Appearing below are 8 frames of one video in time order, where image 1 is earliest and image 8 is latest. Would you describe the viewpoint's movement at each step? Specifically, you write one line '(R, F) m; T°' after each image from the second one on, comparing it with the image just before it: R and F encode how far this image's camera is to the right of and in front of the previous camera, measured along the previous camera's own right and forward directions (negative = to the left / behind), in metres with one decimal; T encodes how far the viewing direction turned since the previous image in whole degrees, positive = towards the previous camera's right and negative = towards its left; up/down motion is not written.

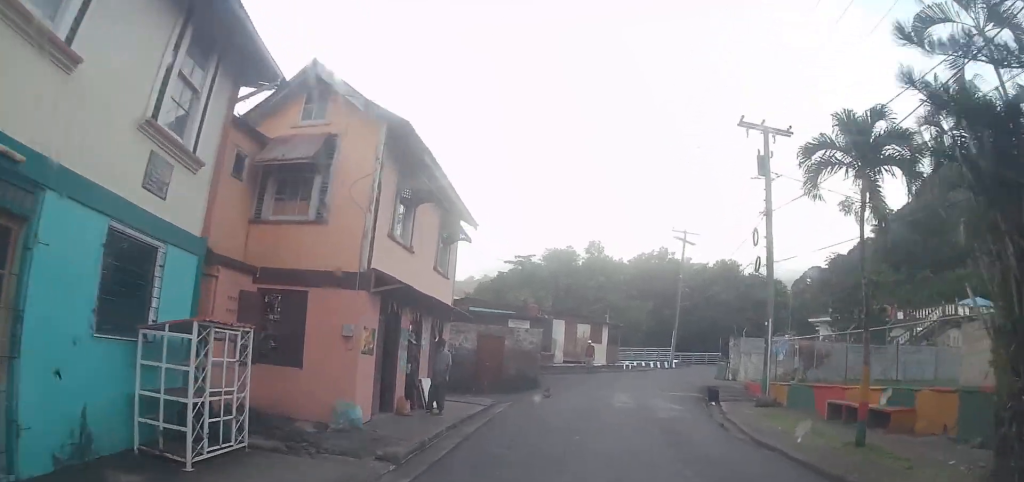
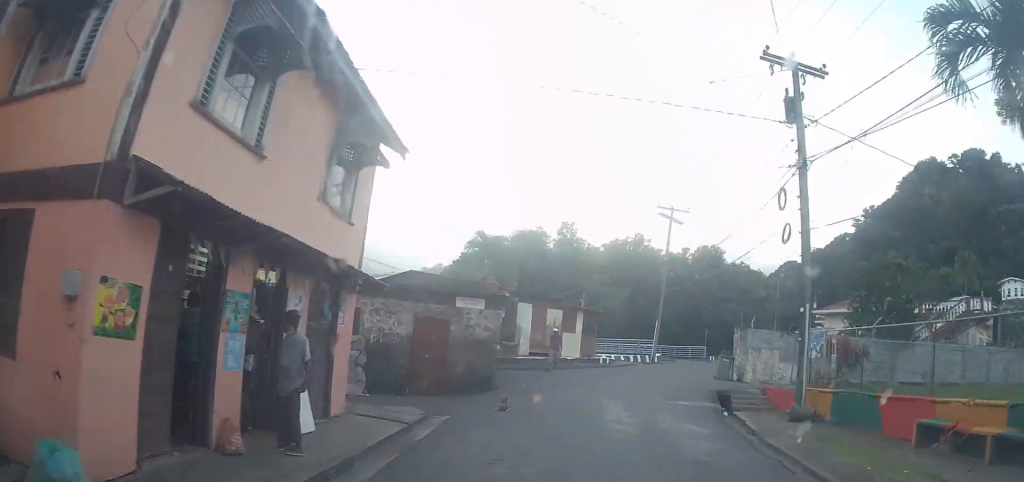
(-0.3, +5.8) m; +3°
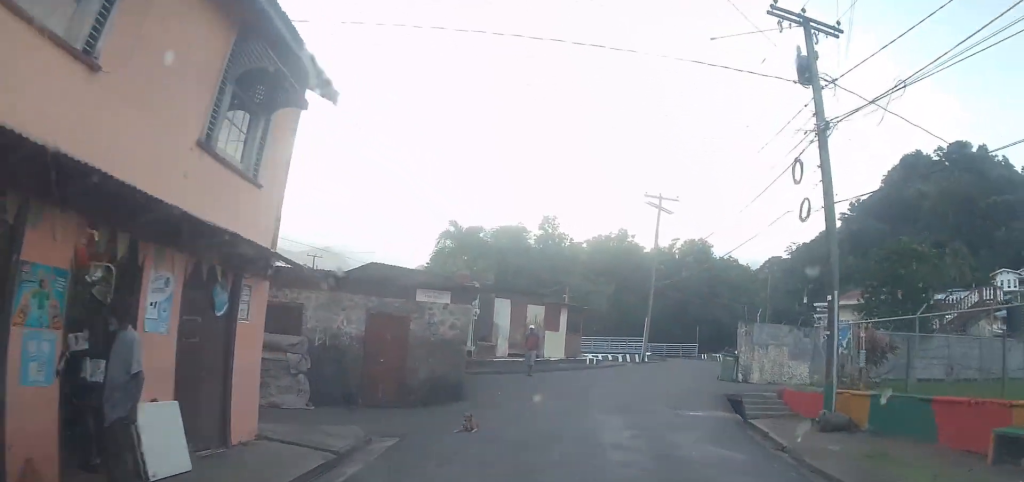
(+0.3, +2.8) m; +4°
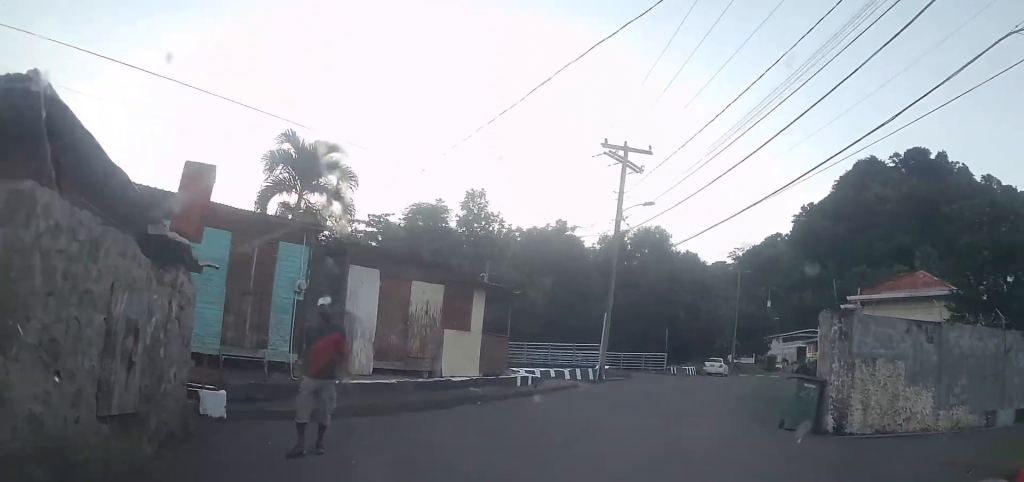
(+1.4, +11.5) m; +11°
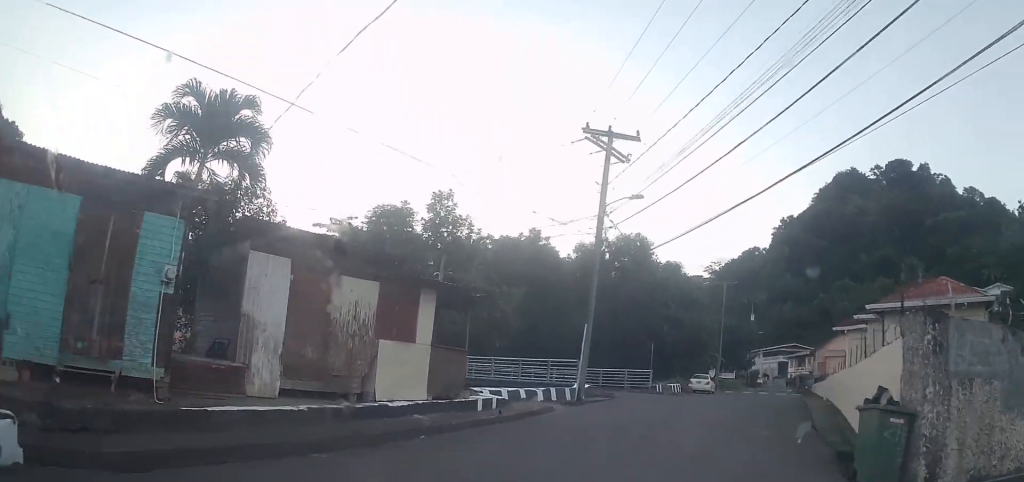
(+0.2, +4.0) m; +2°
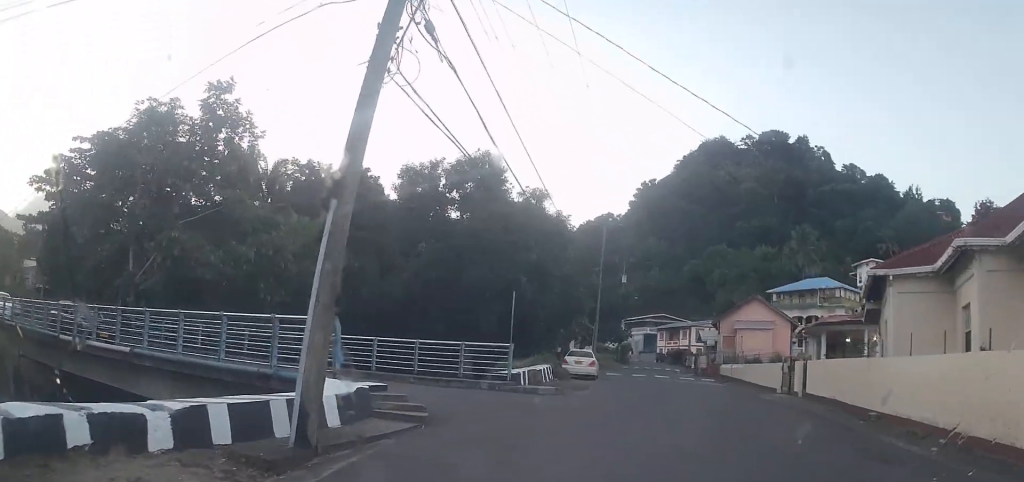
(+2.3, +14.9) m; +18°
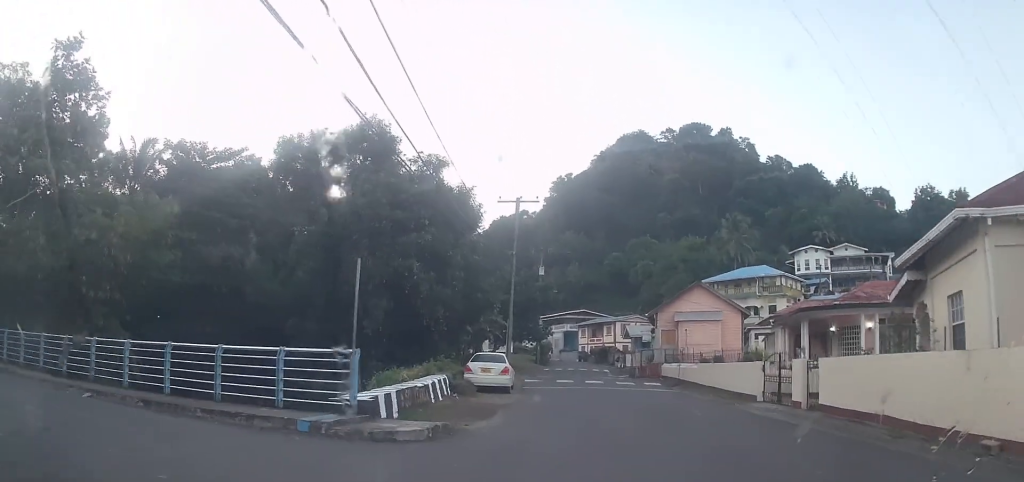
(-0.1, +7.3) m; +4°
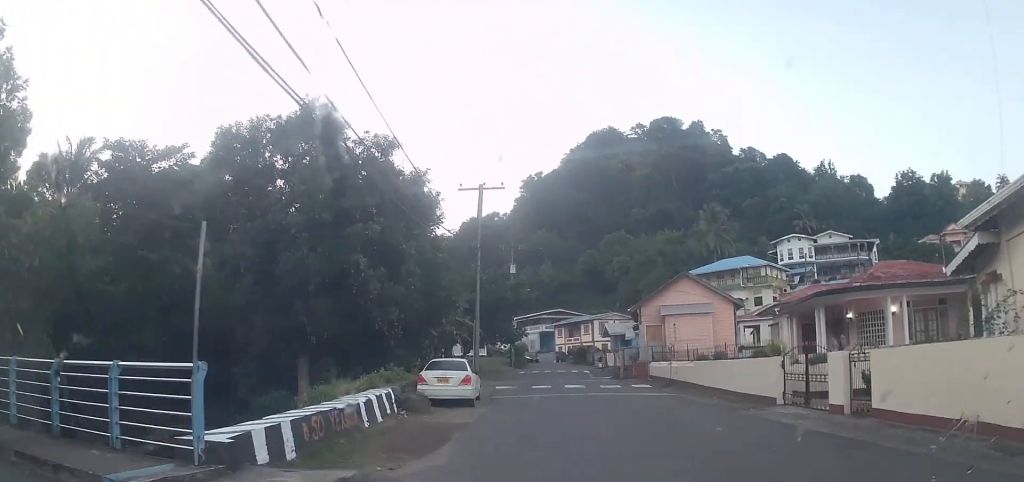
(+0.3, +4.0) m; +4°
